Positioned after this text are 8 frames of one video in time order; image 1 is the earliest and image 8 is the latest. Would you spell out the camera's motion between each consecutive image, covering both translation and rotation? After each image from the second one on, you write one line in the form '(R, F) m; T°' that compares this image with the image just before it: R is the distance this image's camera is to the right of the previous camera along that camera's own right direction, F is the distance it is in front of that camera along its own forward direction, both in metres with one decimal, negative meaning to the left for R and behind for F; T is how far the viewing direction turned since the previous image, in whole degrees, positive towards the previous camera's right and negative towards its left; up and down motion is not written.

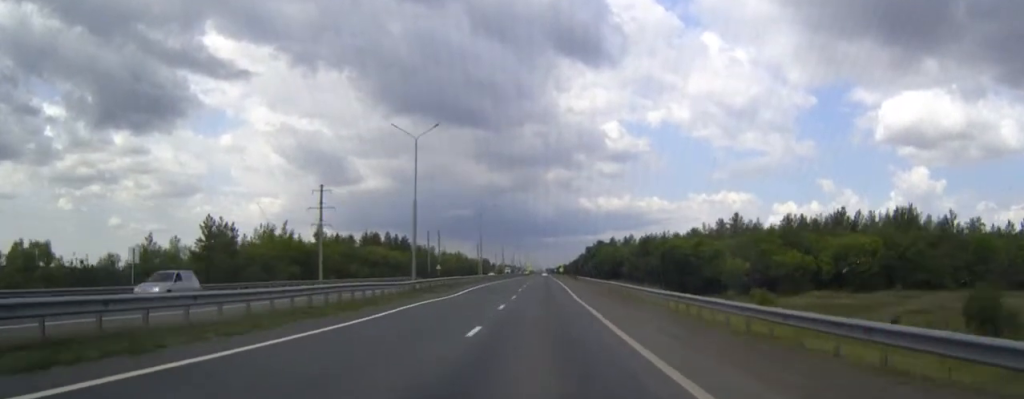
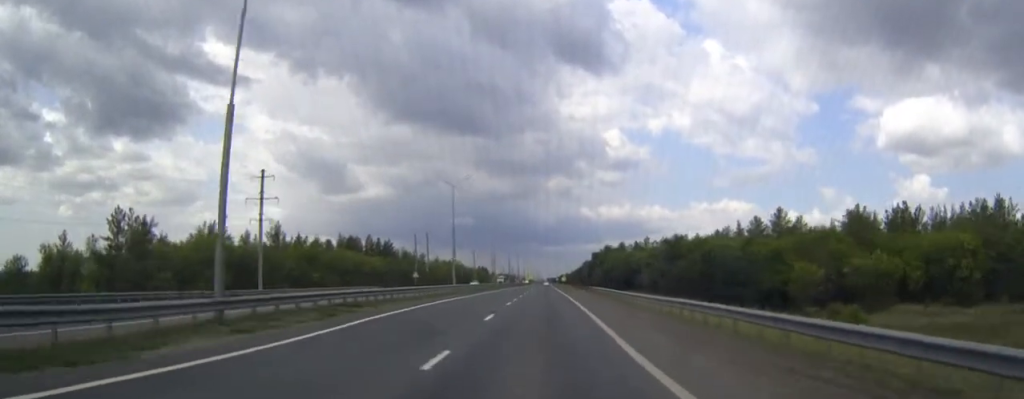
(-0.1, +29.4) m; 0°
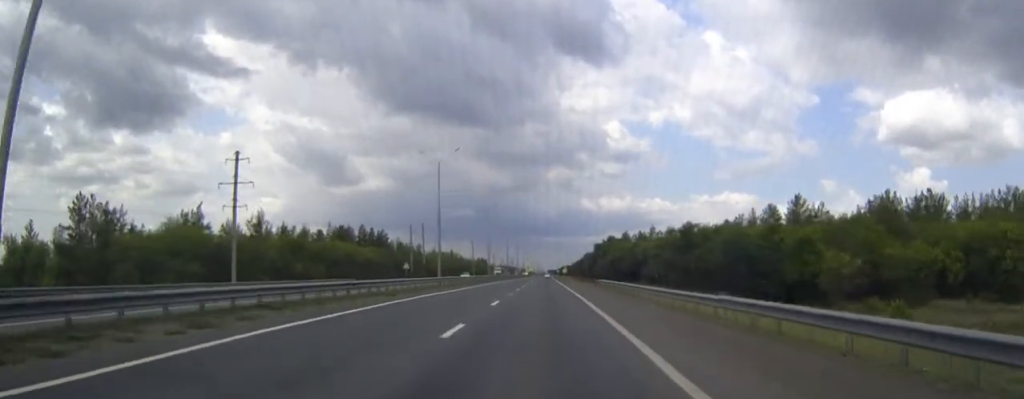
(0.0, +9.5) m; 0°
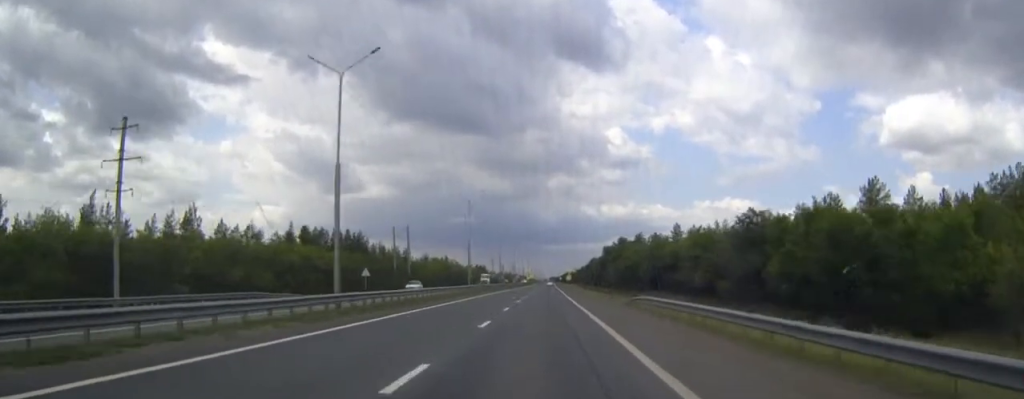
(0.0, +29.3) m; 0°
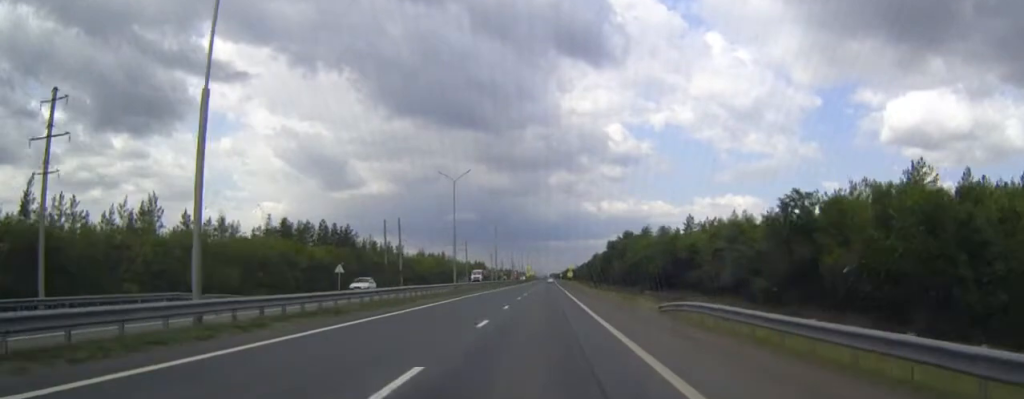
(0.0, +12.7) m; 0°
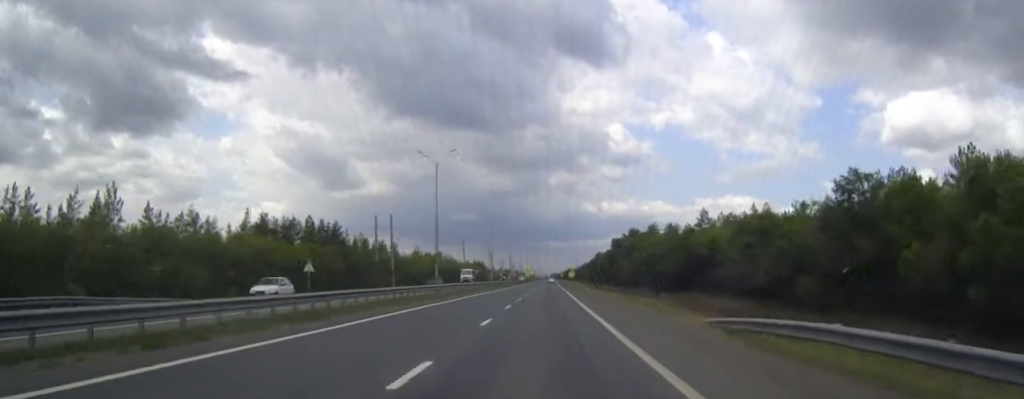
(0.0, +11.1) m; 0°
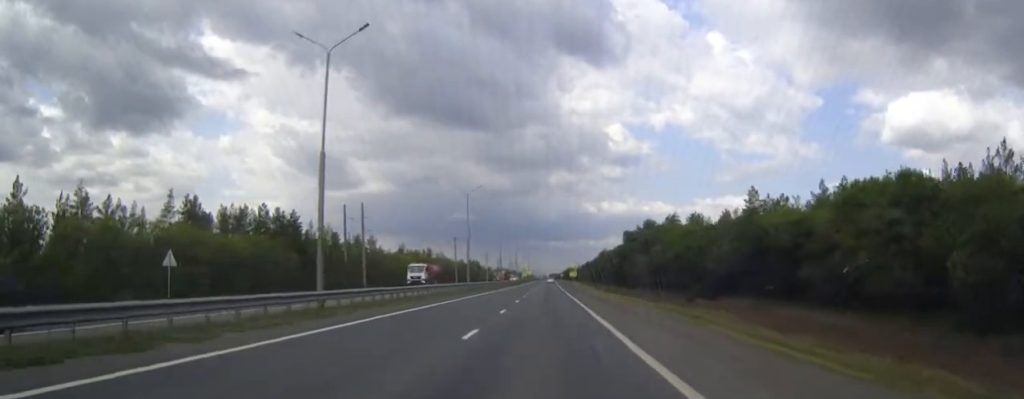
(0.0, +28.7) m; 0°
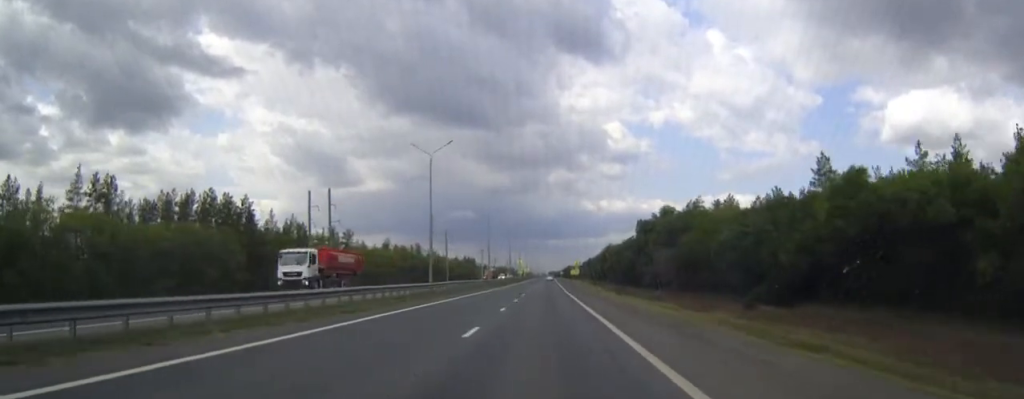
(0.0, +23.7) m; 0°
